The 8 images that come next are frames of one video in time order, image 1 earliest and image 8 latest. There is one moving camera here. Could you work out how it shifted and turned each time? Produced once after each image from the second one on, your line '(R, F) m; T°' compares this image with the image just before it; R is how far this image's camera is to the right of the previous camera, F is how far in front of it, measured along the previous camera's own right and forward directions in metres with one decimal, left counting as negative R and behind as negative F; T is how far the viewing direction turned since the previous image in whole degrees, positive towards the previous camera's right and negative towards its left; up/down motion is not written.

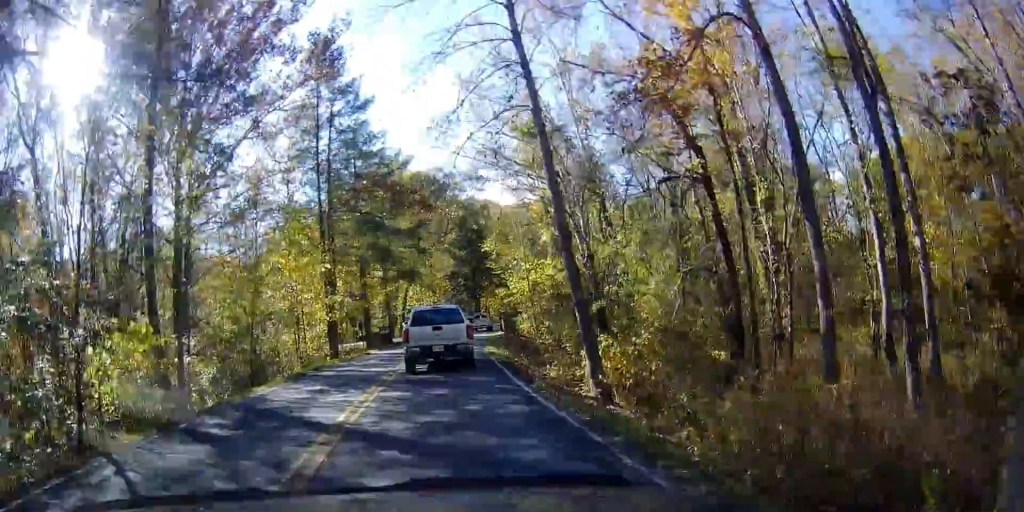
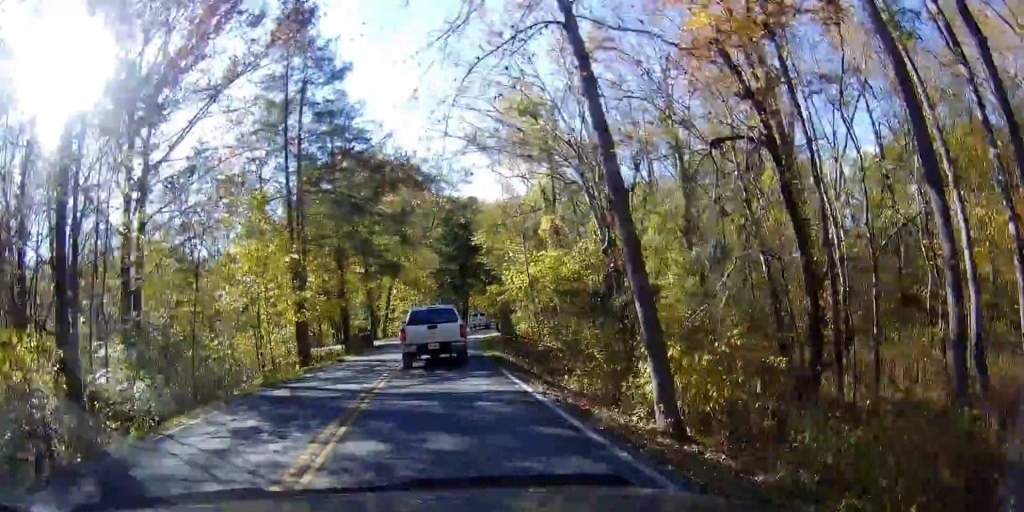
(-0.1, +5.9) m; +1°
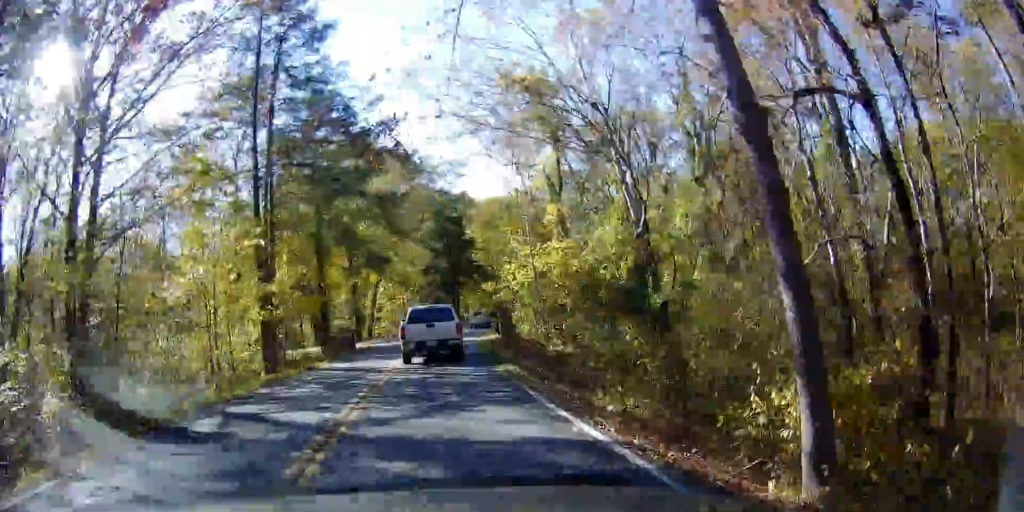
(+0.1, +5.1) m; +3°
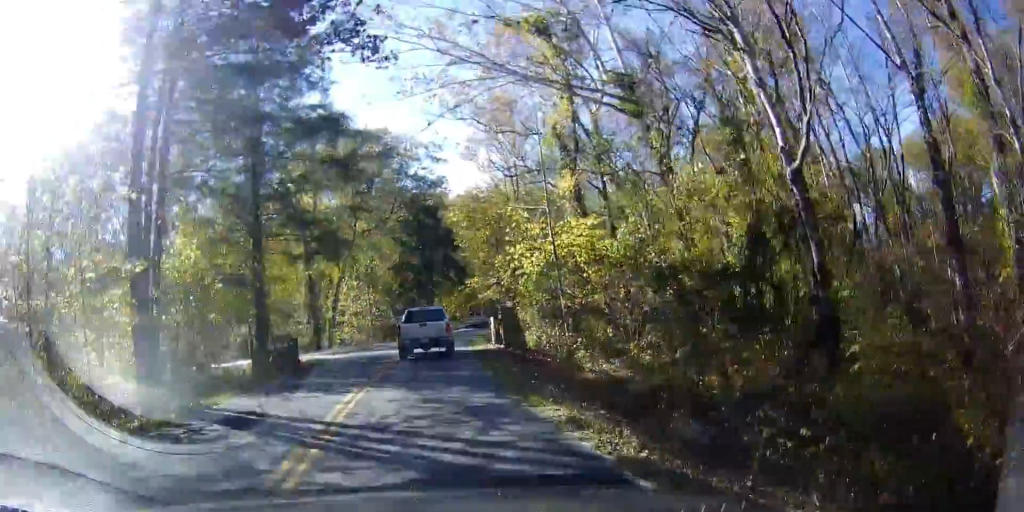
(+0.7, +9.8) m; +8°
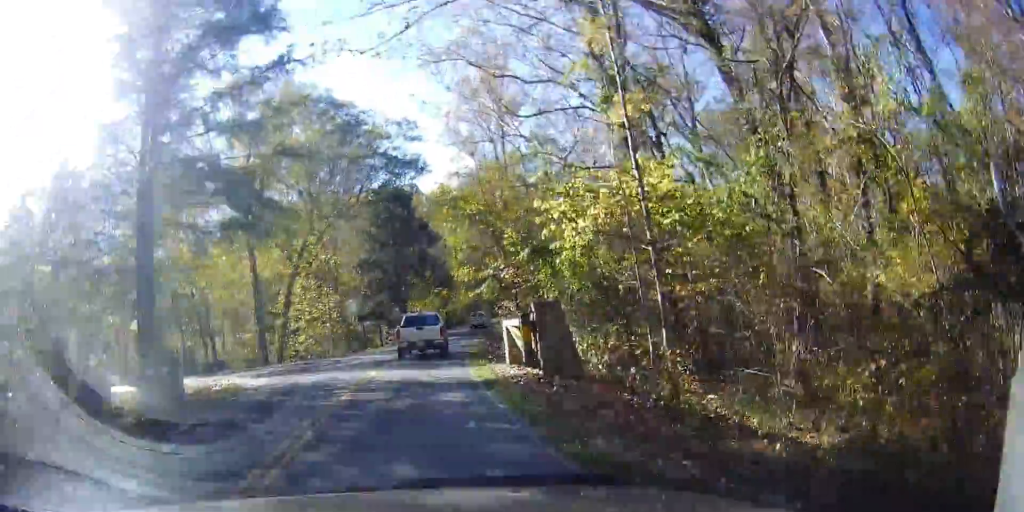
(+0.6, +9.9) m; +2°
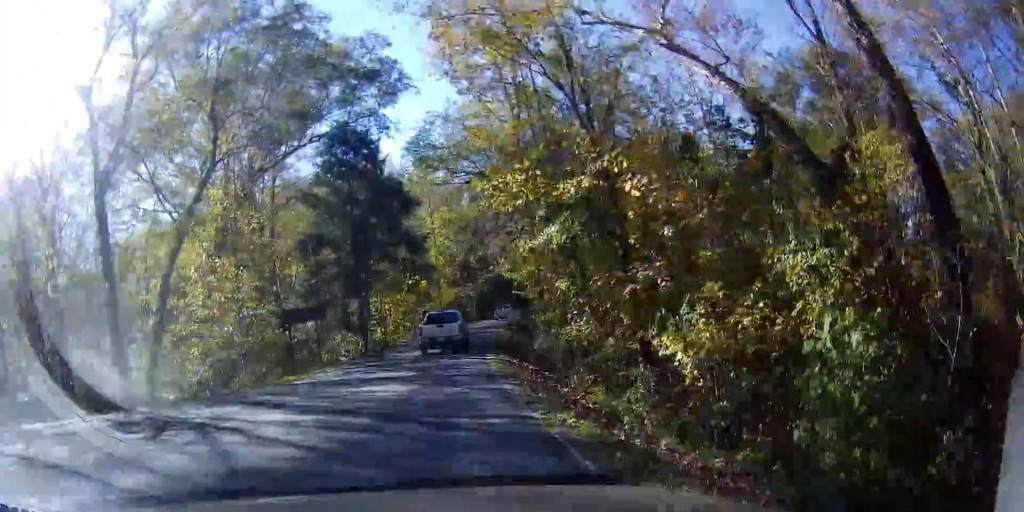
(-0.5, +17.7) m; 0°
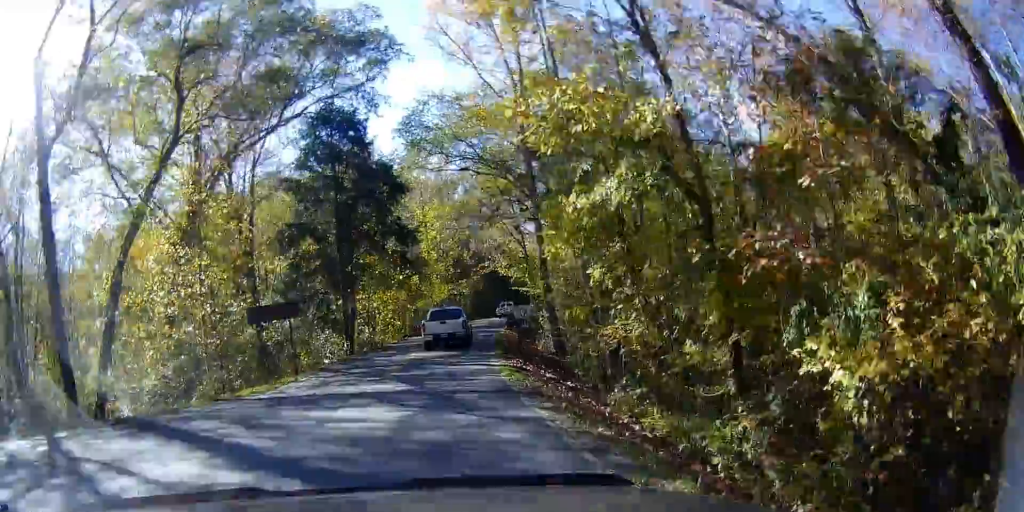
(-0.1, +4.0) m; +1°
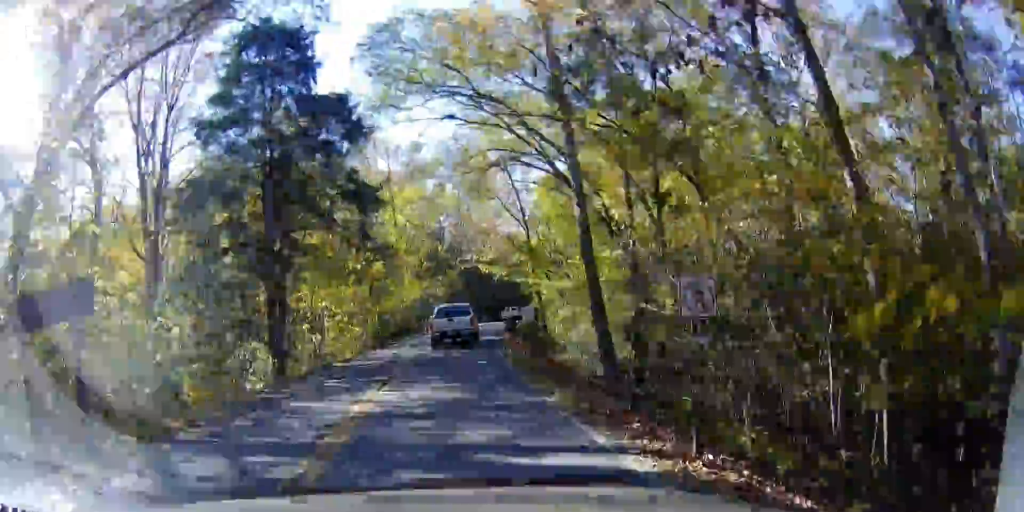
(+0.6, +13.0) m; +4°
